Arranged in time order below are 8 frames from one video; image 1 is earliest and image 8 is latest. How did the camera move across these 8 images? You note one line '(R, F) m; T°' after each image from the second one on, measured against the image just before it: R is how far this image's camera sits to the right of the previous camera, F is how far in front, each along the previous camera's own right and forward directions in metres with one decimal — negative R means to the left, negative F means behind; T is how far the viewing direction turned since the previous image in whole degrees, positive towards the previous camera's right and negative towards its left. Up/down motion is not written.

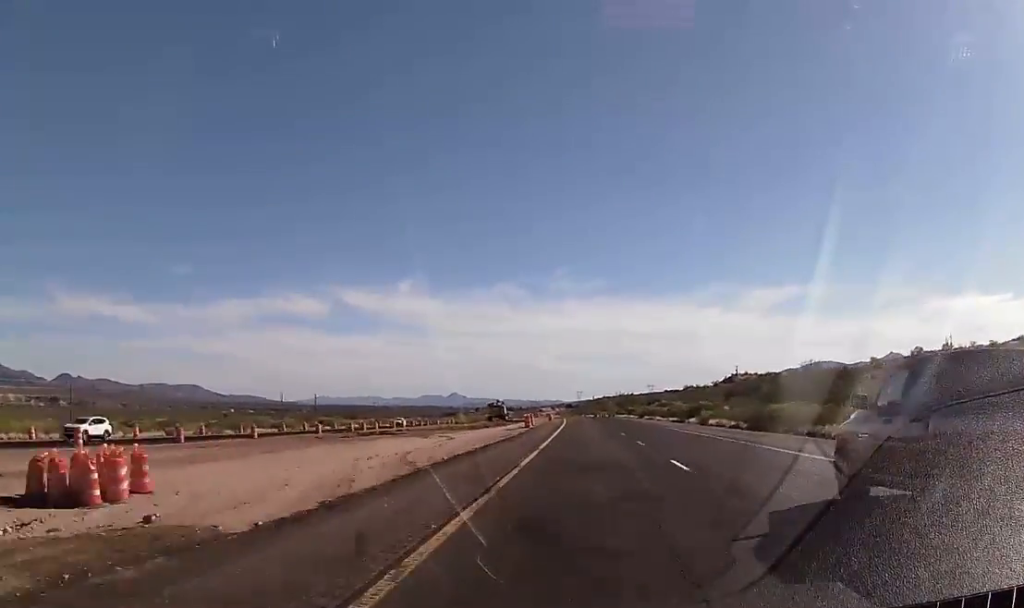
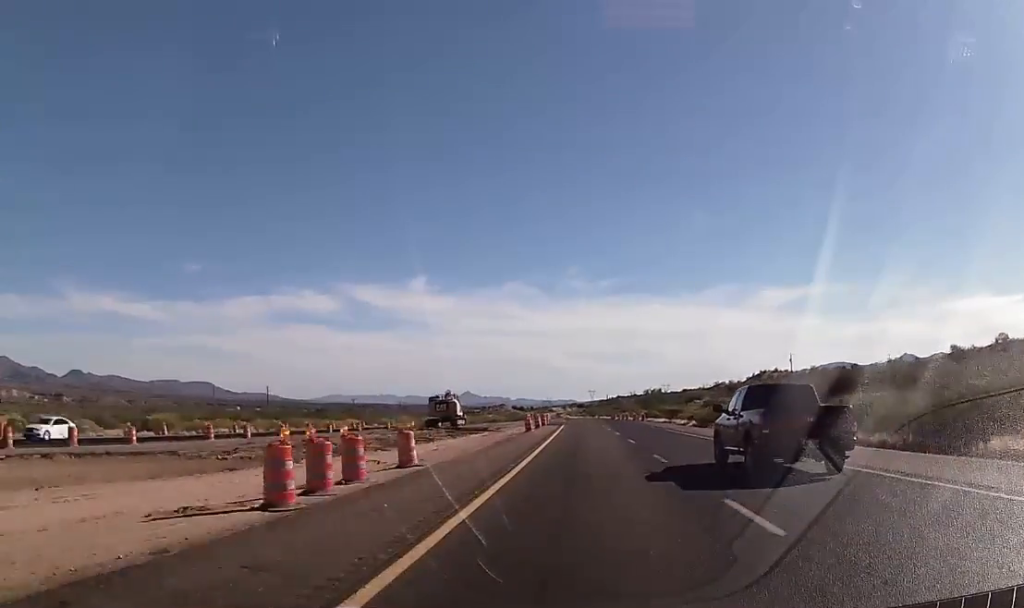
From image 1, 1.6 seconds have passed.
(0.0, +57.4) m; 0°
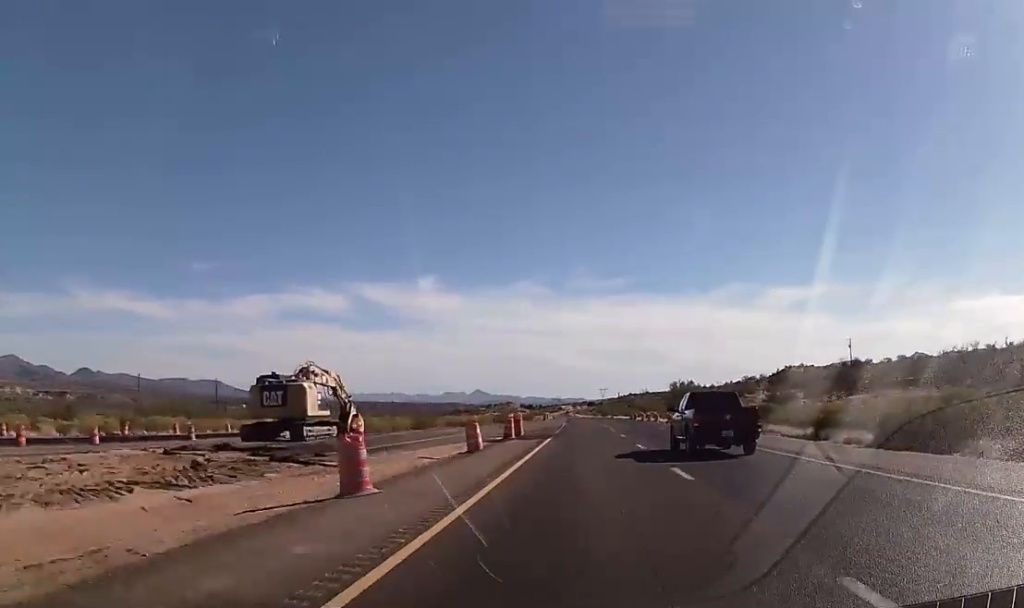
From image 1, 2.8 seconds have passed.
(-0.4, +41.8) m; -1°
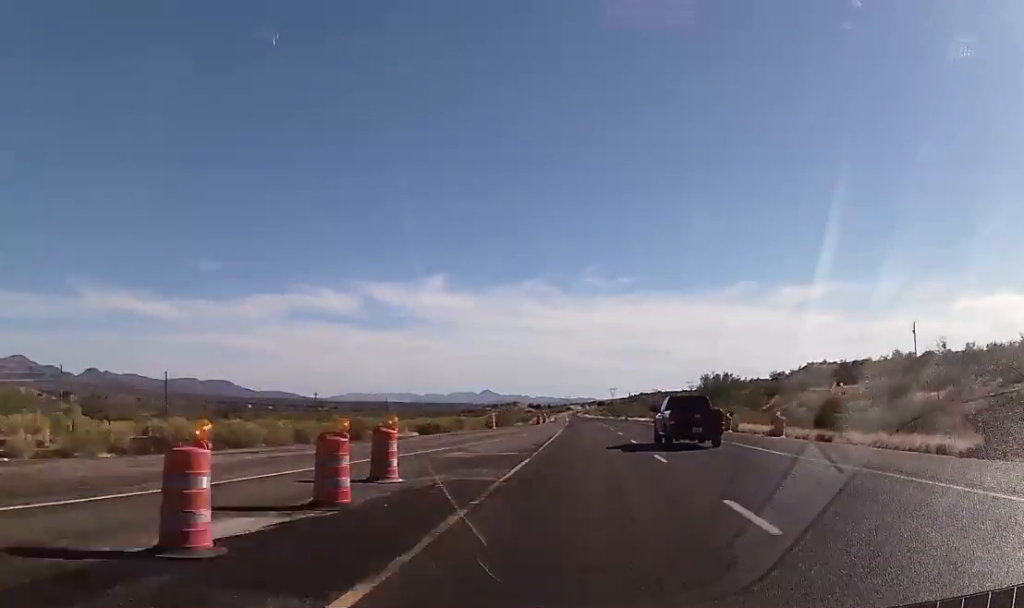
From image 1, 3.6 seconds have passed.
(-0.1, +31.1) m; -1°
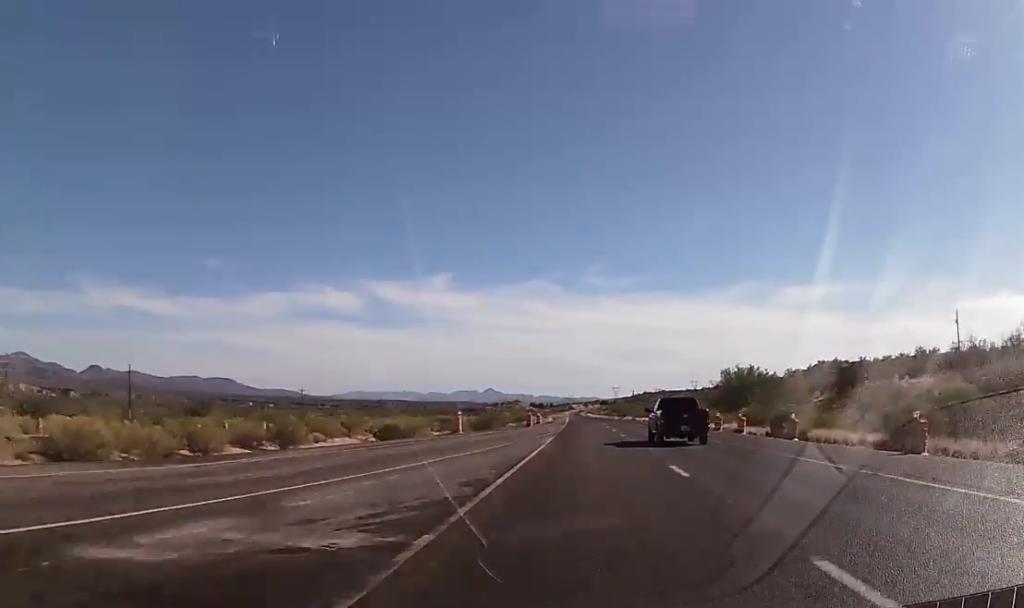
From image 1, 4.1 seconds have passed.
(+0.1, +16.7) m; 0°
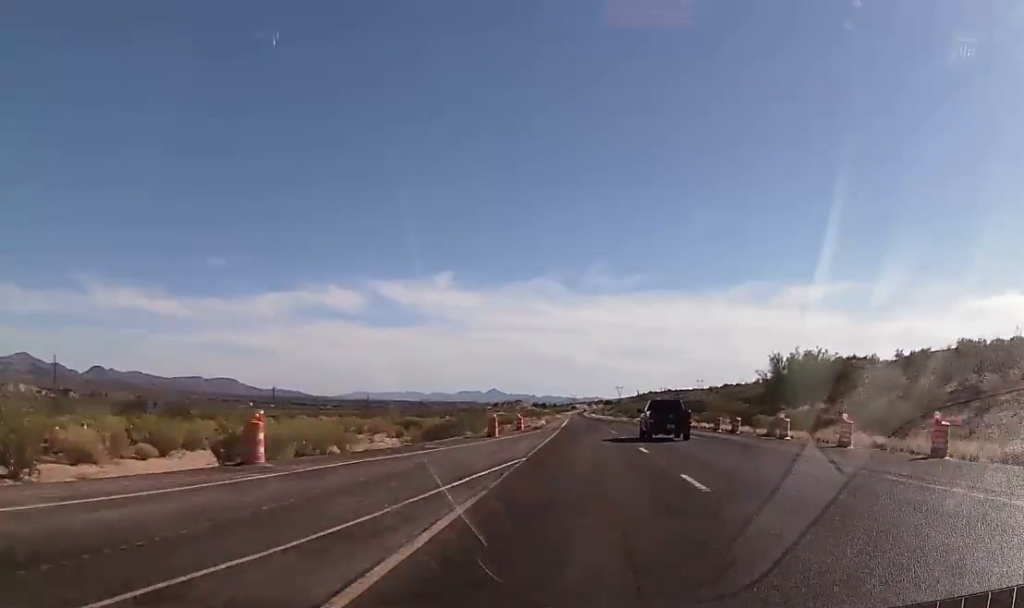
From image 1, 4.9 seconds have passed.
(-0.4, +27.5) m; -1°
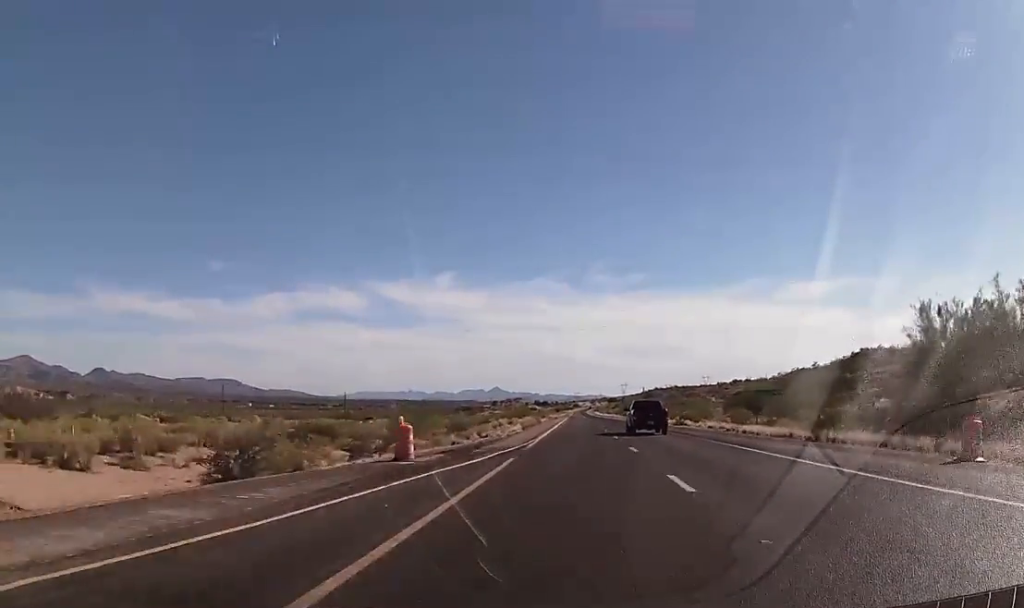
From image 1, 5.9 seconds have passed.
(-0.1, +37.0) m; 0°
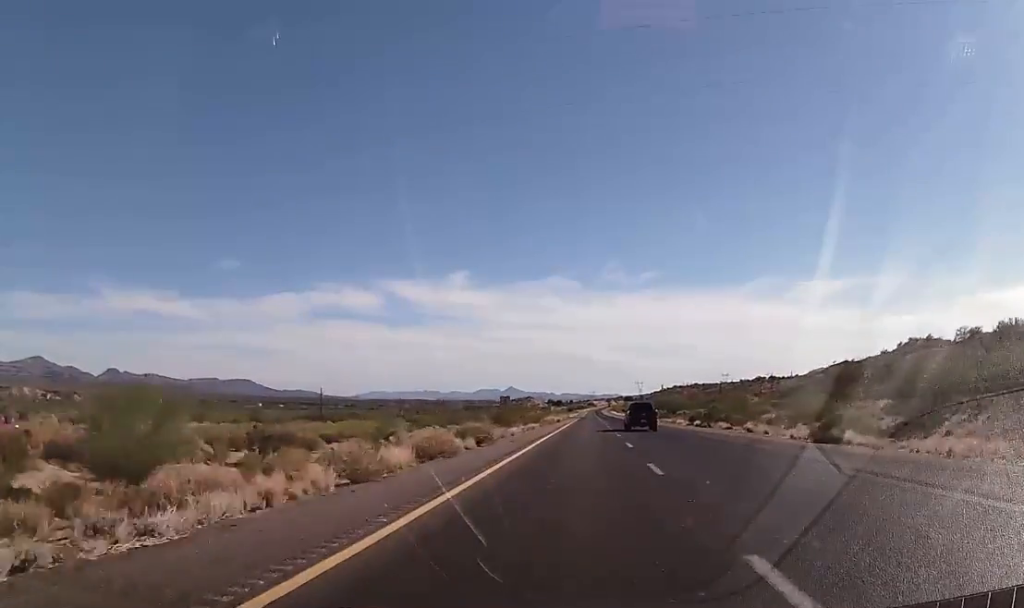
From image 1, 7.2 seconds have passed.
(-0.1, +45.3) m; 0°
